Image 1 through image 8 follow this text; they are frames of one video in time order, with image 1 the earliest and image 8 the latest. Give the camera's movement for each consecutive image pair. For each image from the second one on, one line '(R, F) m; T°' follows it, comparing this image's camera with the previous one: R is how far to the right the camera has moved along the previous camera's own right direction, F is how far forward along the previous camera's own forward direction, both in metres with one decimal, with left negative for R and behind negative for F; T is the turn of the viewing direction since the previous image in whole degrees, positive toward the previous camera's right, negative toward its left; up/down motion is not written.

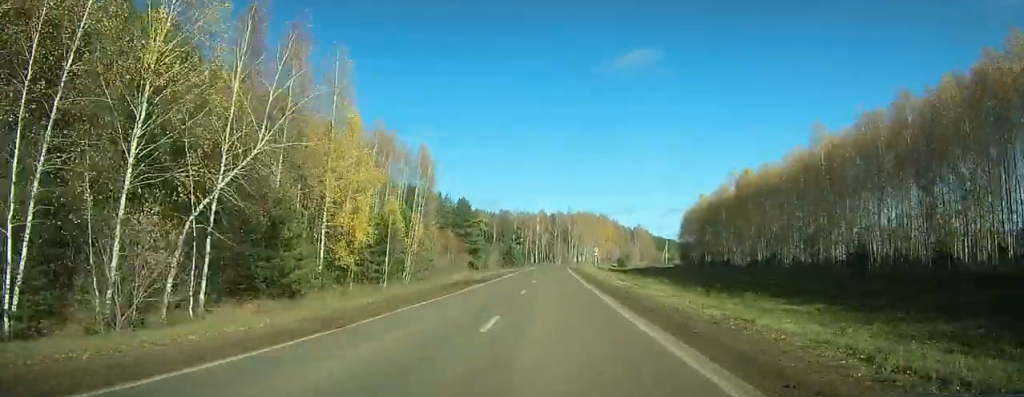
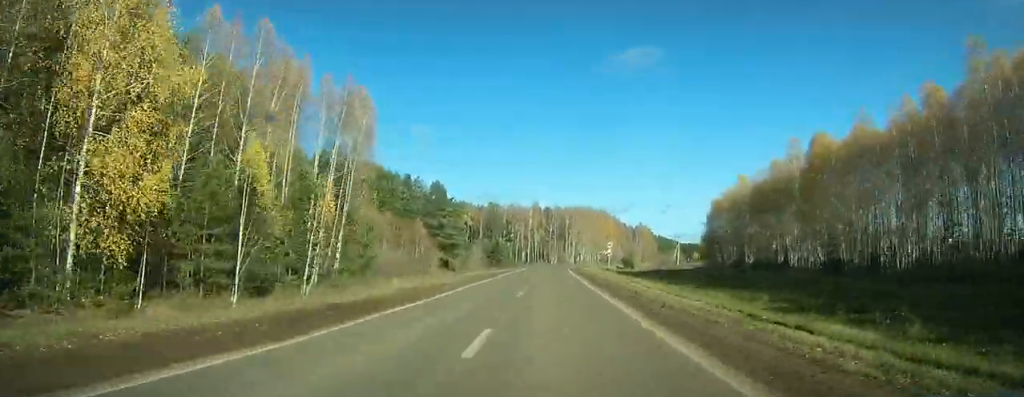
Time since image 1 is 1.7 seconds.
(+0.1, +25.7) m; 0°
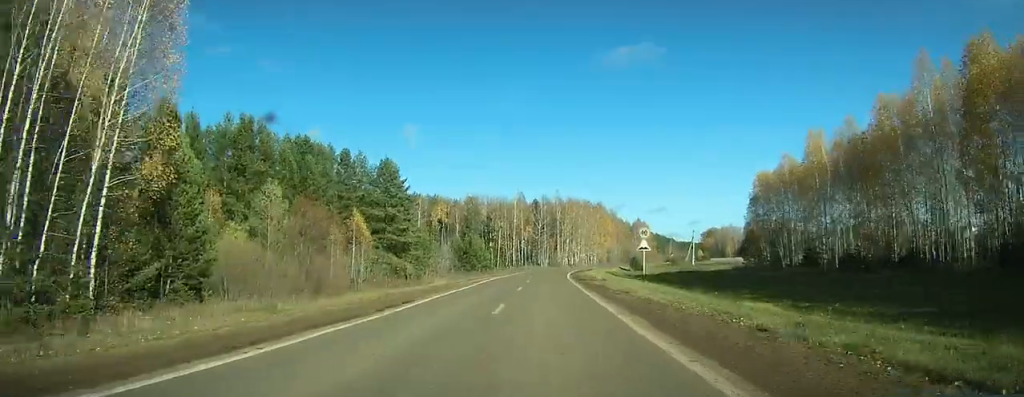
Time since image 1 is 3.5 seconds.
(0.0, +28.1) m; 0°
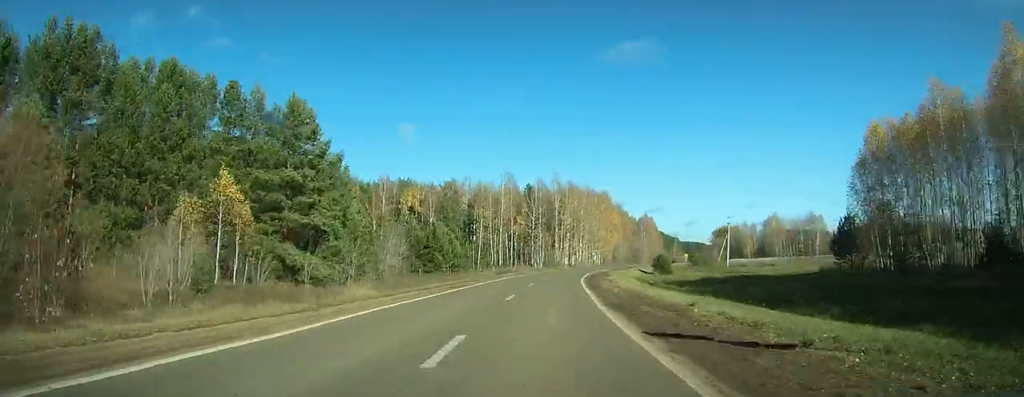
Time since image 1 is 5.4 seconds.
(+0.2, +30.9) m; +1°
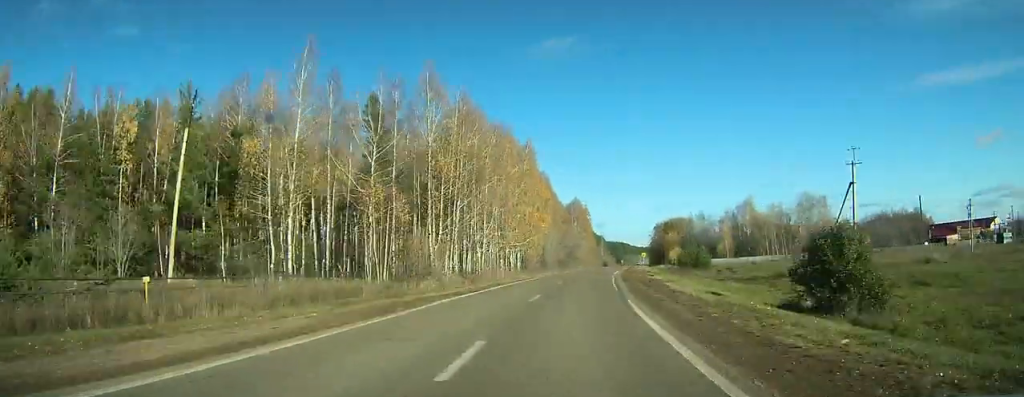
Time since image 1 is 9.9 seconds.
(+4.2, +75.3) m; +7°
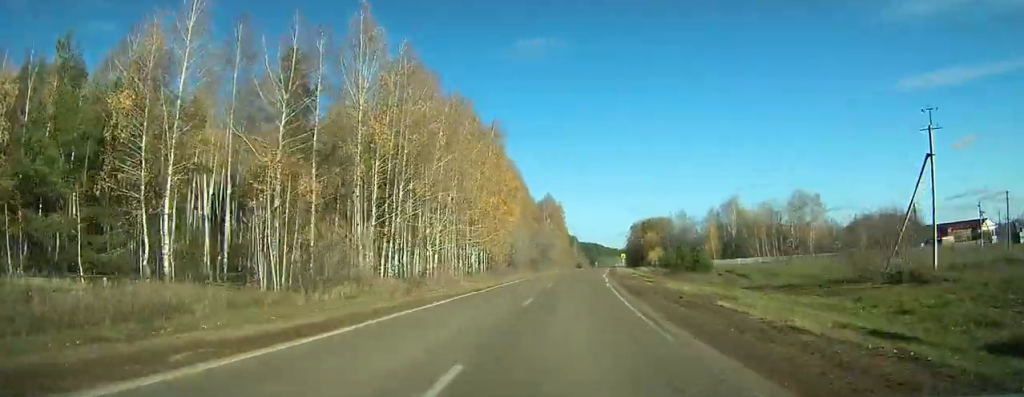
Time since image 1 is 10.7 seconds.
(-0.3, +15.3) m; +2°
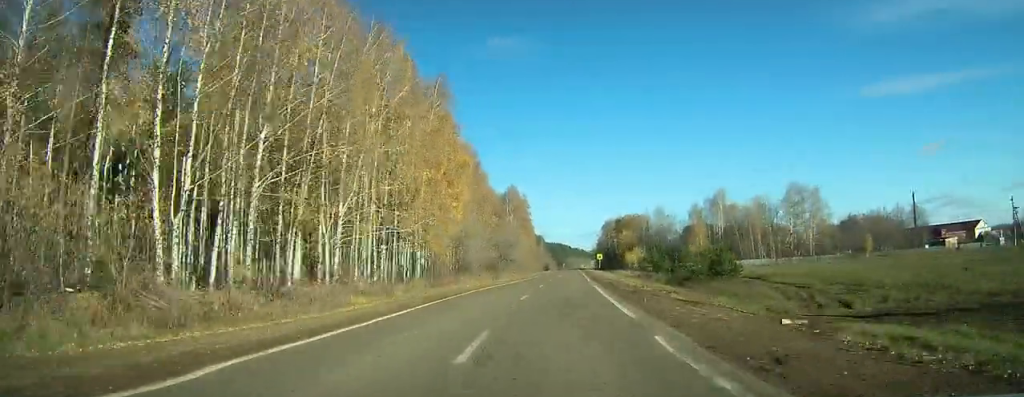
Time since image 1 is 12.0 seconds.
(+1.1, +23.3) m; +4°
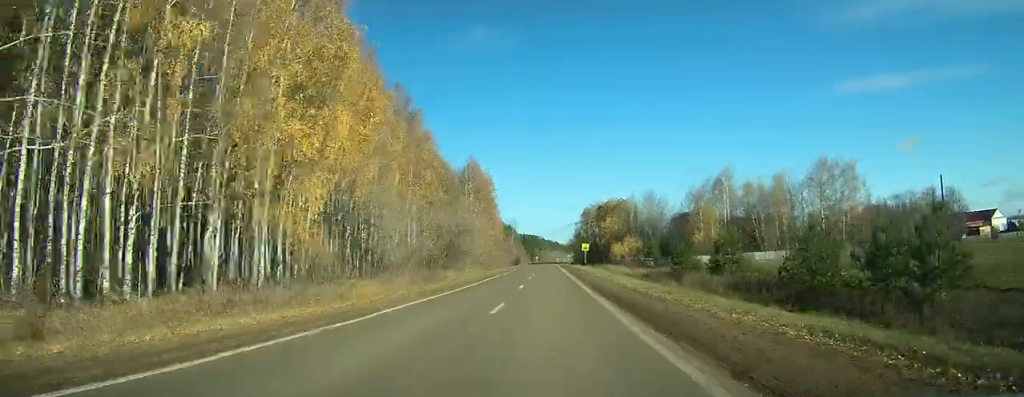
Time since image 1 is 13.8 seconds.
(+1.7, +32.6) m; +3°
